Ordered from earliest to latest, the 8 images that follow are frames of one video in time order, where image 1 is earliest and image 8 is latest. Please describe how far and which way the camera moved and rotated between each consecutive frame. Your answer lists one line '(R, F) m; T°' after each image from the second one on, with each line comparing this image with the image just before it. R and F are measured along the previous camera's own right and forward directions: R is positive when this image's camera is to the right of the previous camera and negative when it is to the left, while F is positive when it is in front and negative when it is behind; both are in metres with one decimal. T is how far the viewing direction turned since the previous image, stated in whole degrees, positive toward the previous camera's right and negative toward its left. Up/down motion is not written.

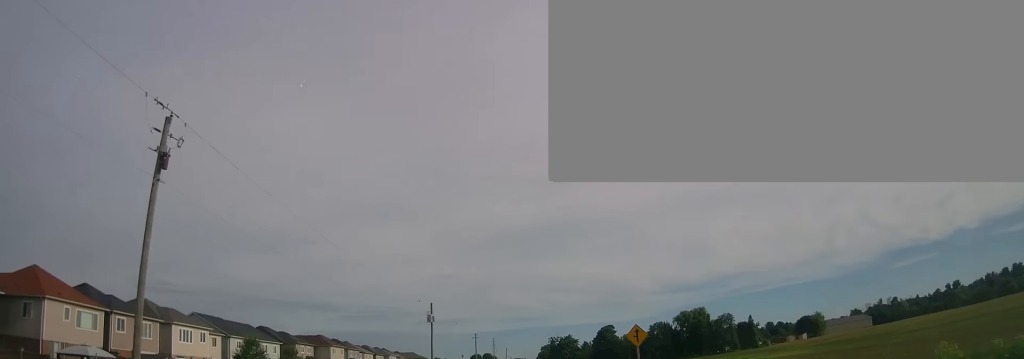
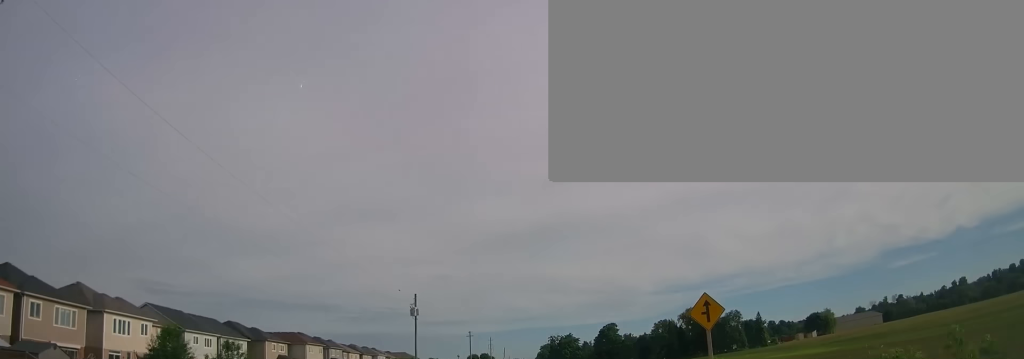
(+0.1, +10.5) m; 0°
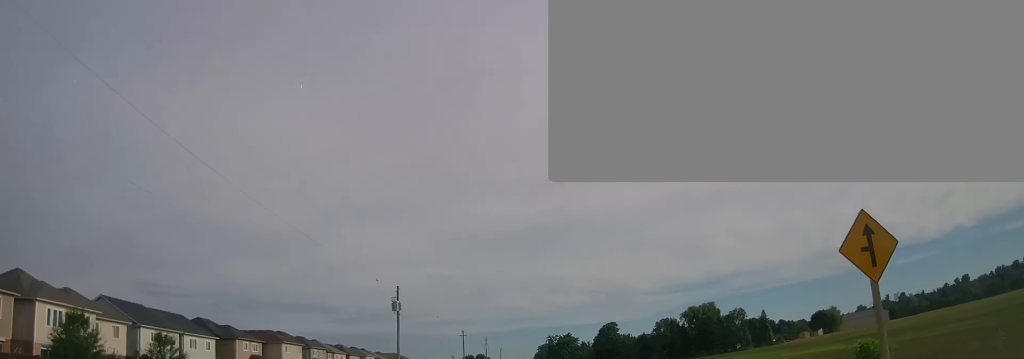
(+0.1, +7.9) m; 0°
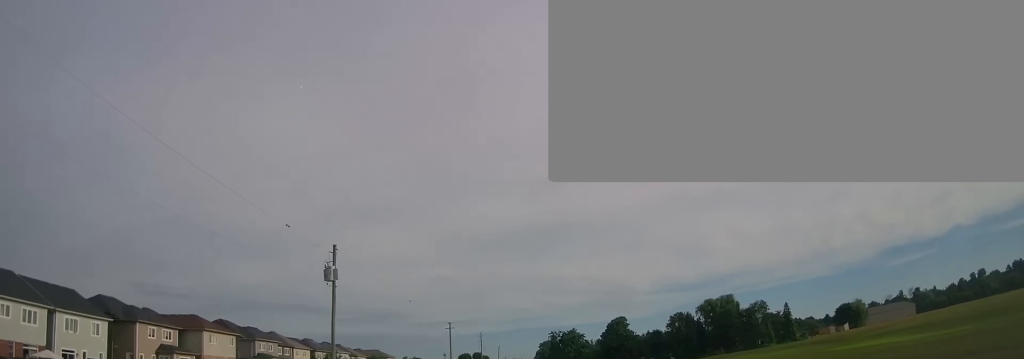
(0.0, +21.2) m; 0°
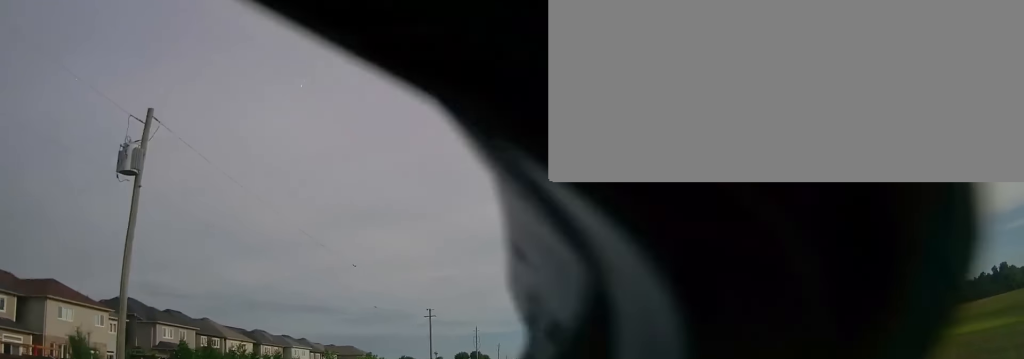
(-0.1, +23.8) m; 0°
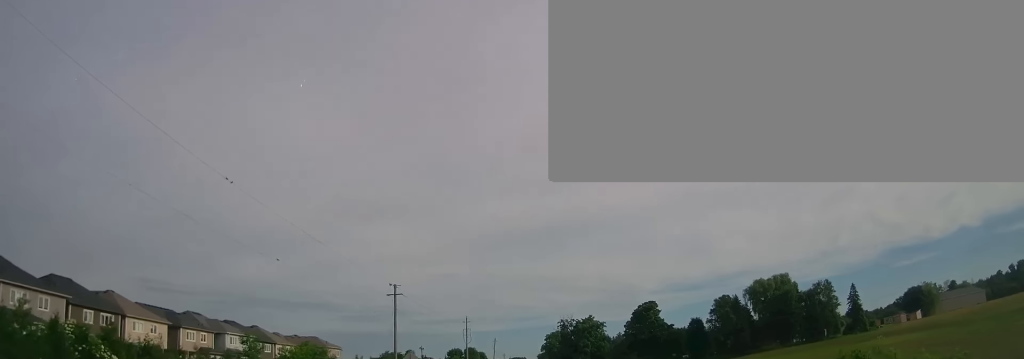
(+0.1, +20.6) m; +1°
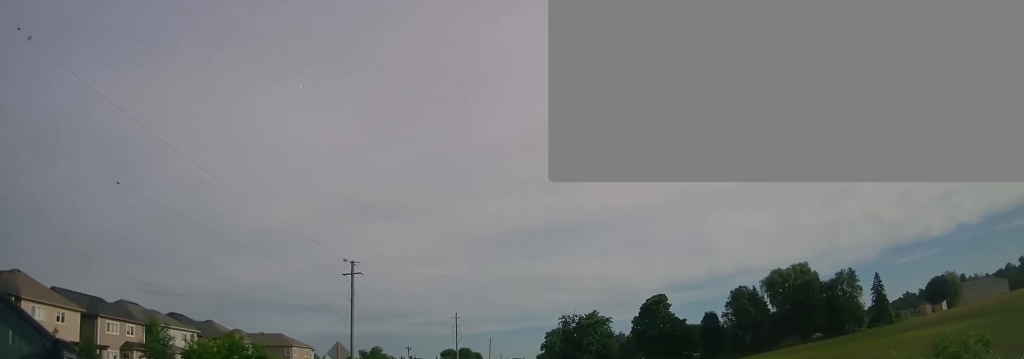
(0.0, +13.7) m; 0°
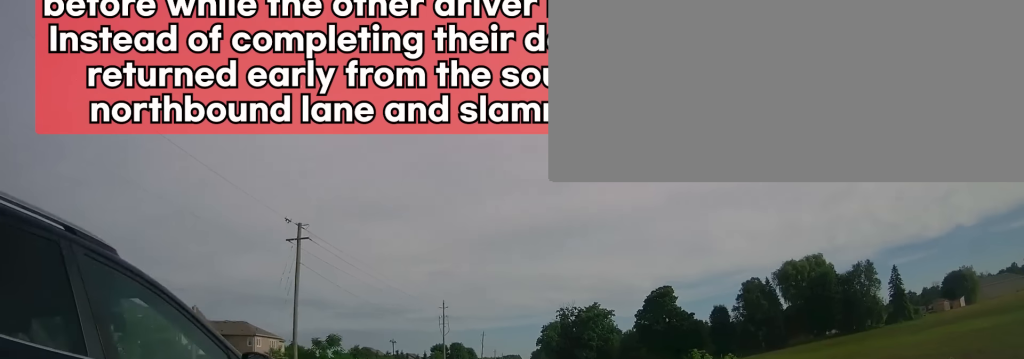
(0.0, +9.8) m; 0°
